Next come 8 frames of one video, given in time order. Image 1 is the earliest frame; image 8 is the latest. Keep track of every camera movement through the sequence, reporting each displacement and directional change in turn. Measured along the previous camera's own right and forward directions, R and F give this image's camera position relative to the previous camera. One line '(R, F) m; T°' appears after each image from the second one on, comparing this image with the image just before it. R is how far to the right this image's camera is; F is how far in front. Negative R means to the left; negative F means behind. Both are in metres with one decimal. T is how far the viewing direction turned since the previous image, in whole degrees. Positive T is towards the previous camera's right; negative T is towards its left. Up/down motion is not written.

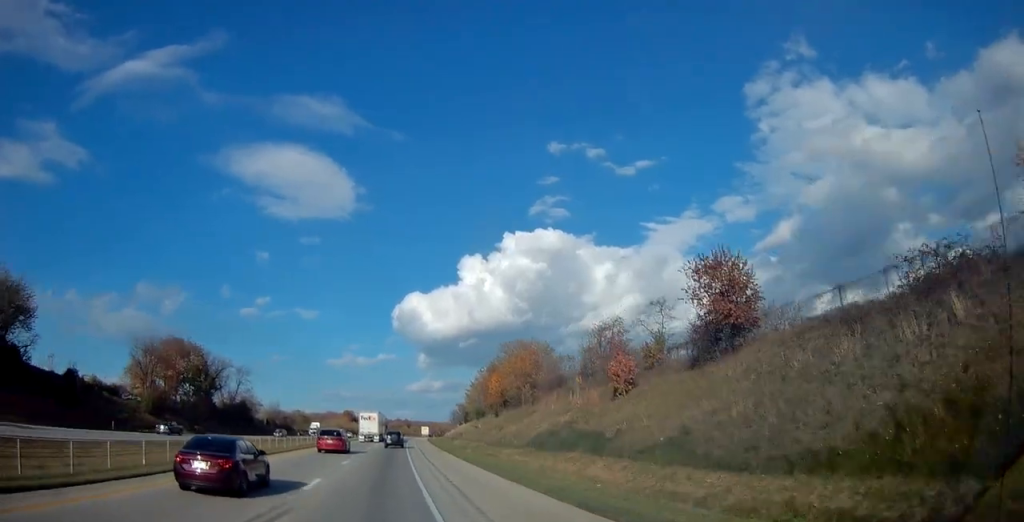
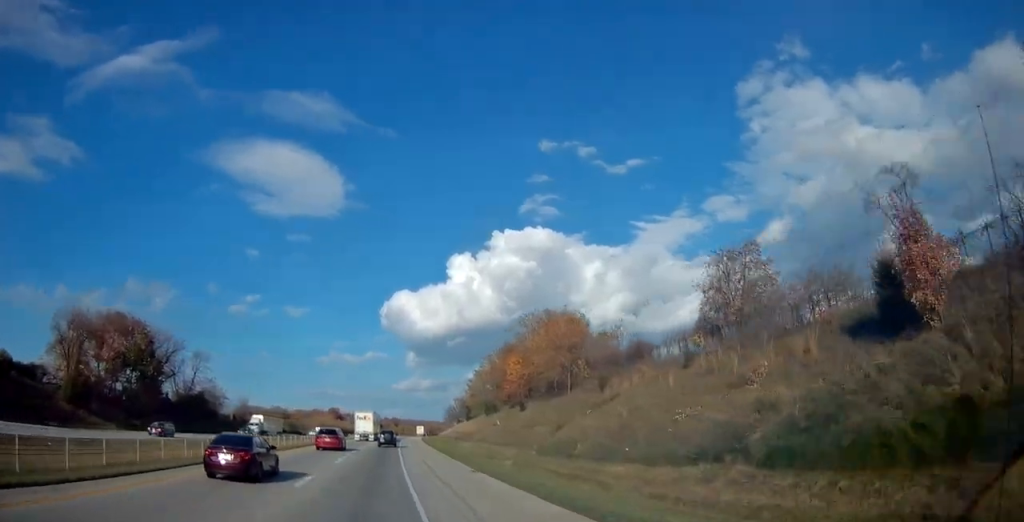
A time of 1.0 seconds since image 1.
(+0.3, +24.5) m; +1°
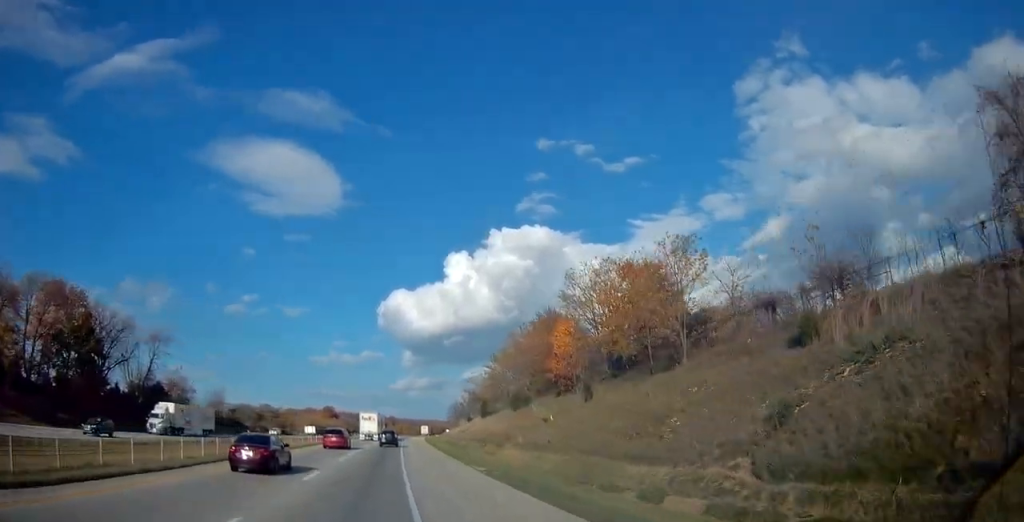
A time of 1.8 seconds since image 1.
(0.0, +22.0) m; +1°
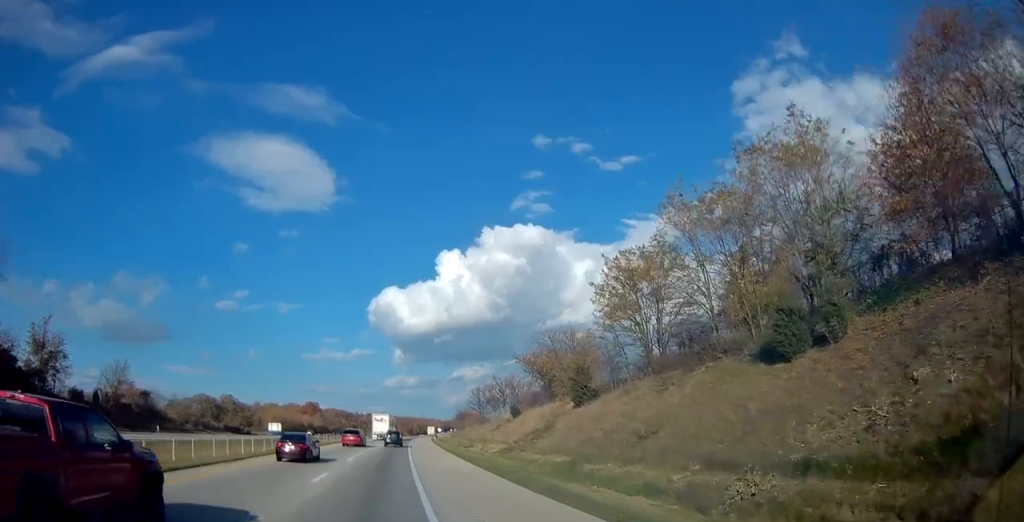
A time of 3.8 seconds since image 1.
(0.0, +49.3) m; +1°
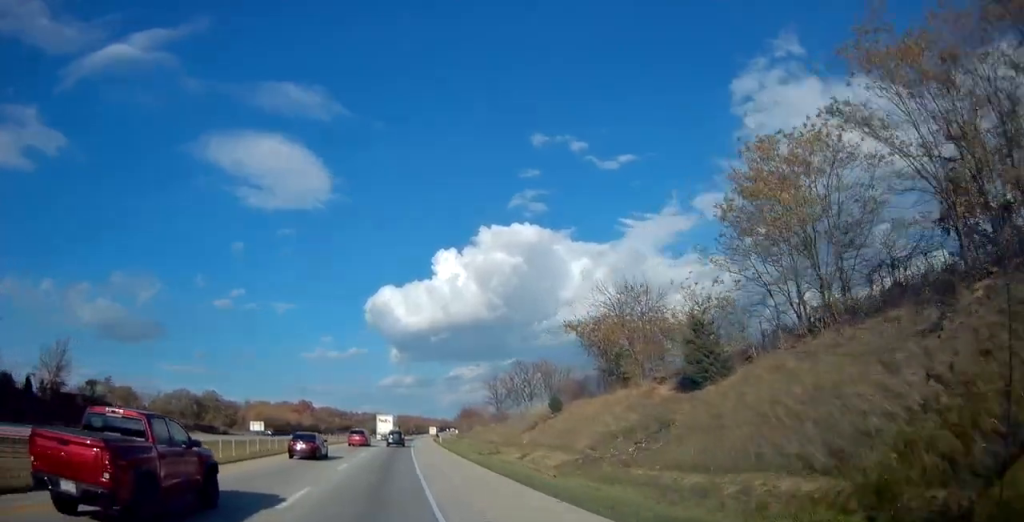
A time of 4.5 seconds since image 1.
(+0.4, +17.8) m; +1°
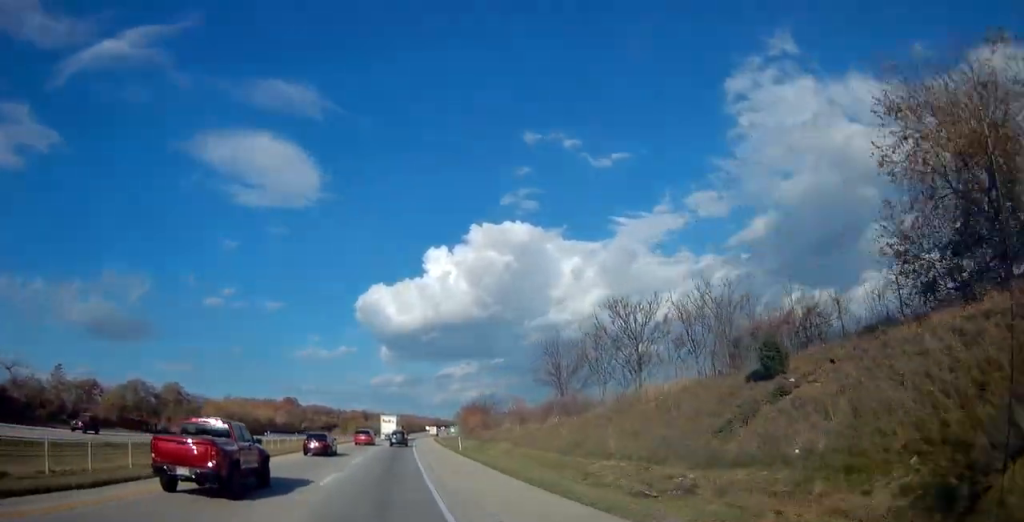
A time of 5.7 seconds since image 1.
(+0.1, +30.9) m; 0°
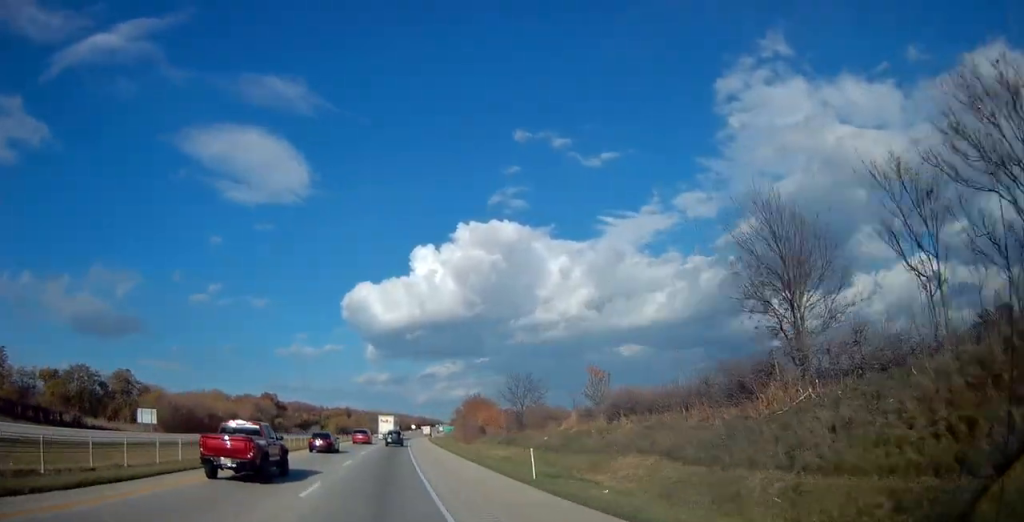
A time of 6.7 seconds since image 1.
(+0.2, +27.7) m; +1°
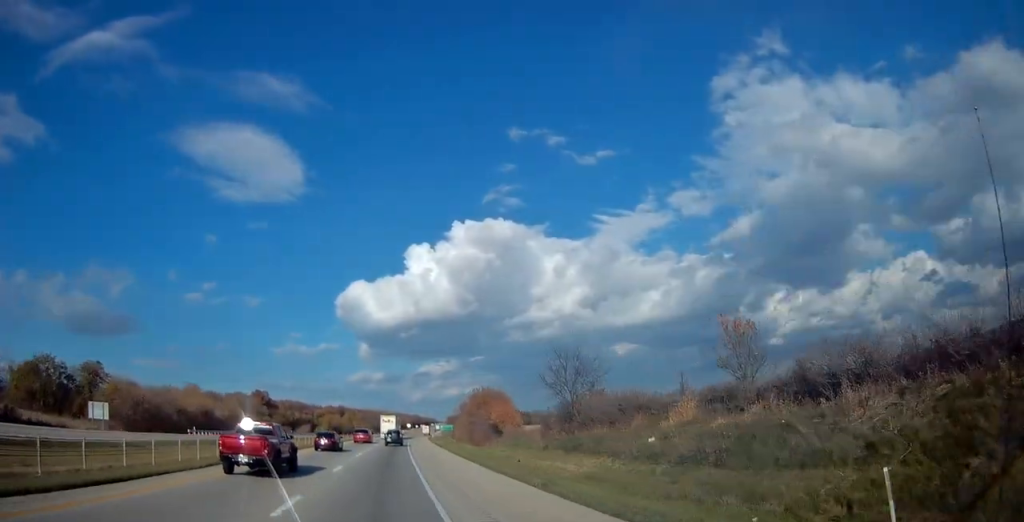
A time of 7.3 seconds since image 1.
(+0.3, +15.7) m; +1°
